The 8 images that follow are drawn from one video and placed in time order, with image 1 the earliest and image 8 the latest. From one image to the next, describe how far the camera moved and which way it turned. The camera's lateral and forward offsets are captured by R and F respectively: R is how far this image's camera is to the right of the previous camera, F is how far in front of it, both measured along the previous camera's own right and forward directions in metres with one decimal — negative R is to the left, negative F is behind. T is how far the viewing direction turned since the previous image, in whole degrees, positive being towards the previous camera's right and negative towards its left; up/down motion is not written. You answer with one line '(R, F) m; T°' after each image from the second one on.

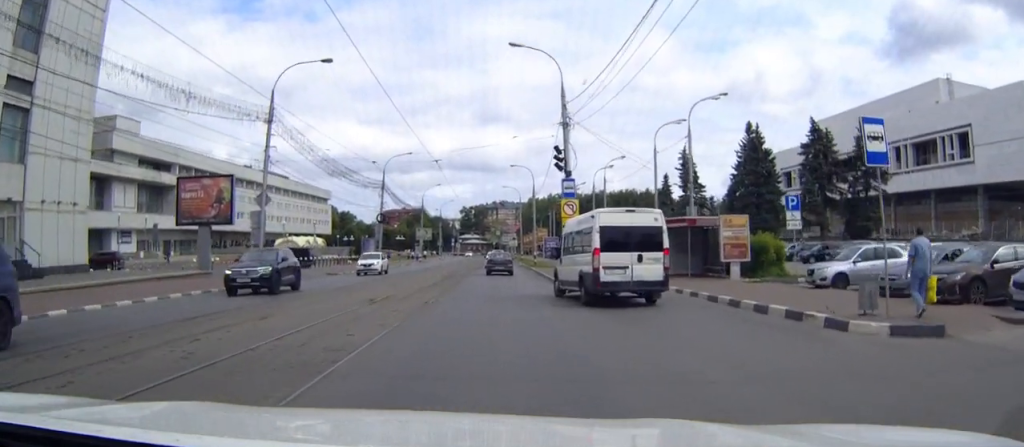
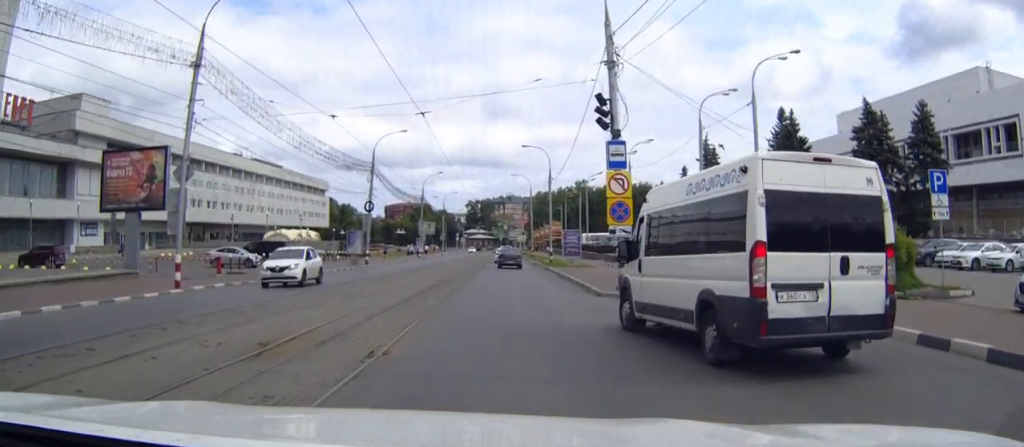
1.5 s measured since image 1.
(-0.2, +10.5) m; -2°
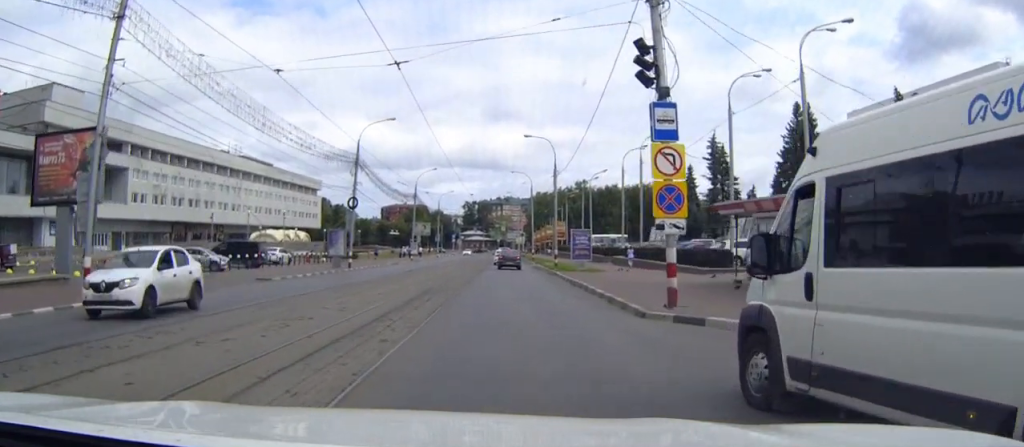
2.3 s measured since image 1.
(0.0, +6.7) m; +1°
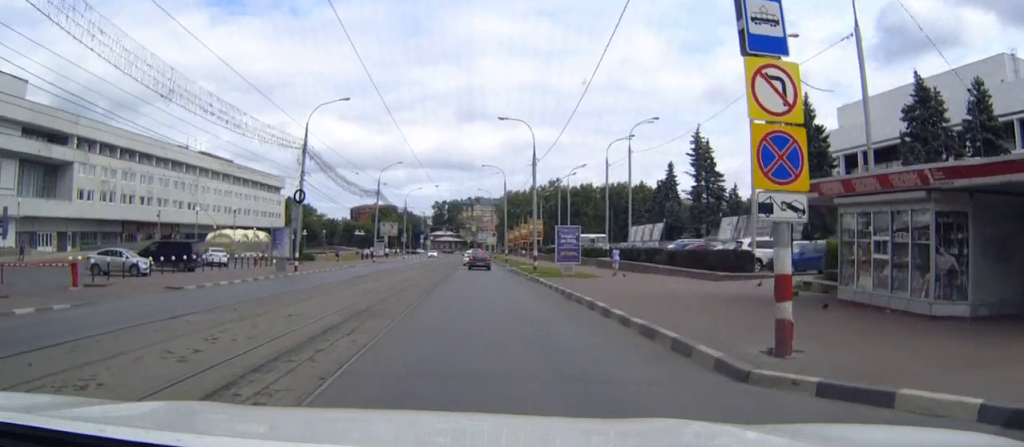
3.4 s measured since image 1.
(+0.2, +7.9) m; +2°
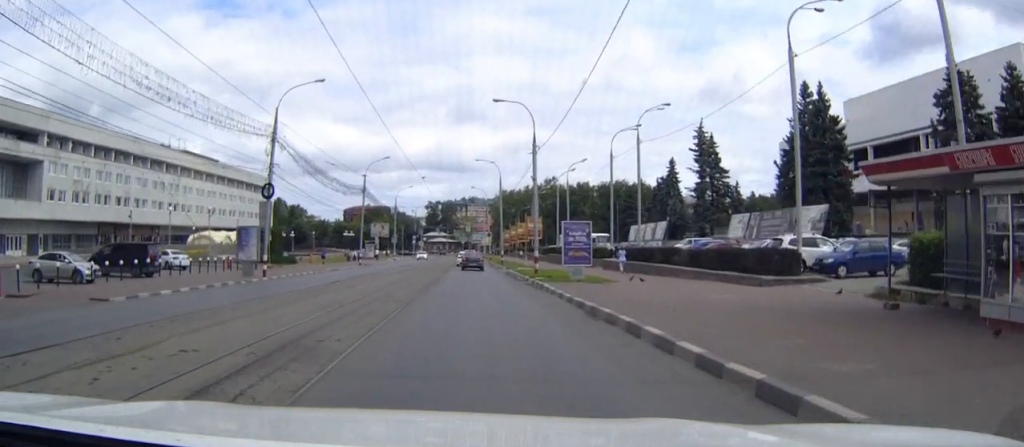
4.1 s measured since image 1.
(0.0, +6.0) m; 0°
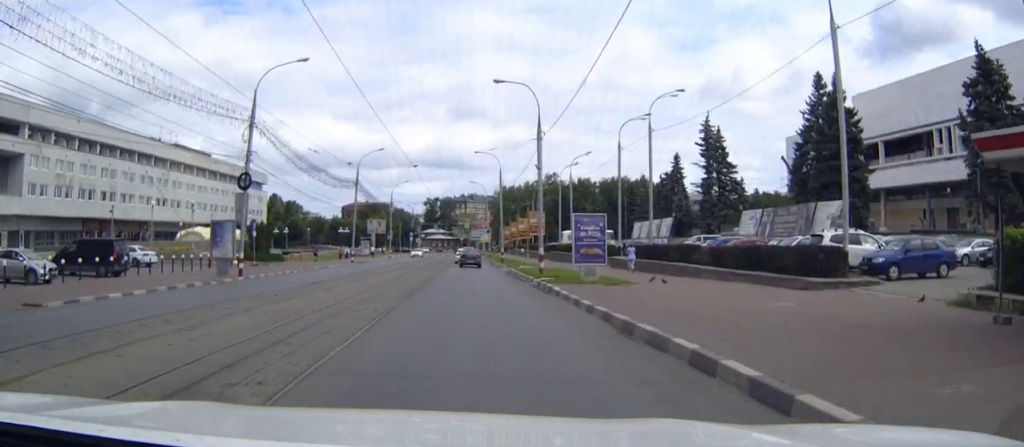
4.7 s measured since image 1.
(0.0, +4.2) m; 0°
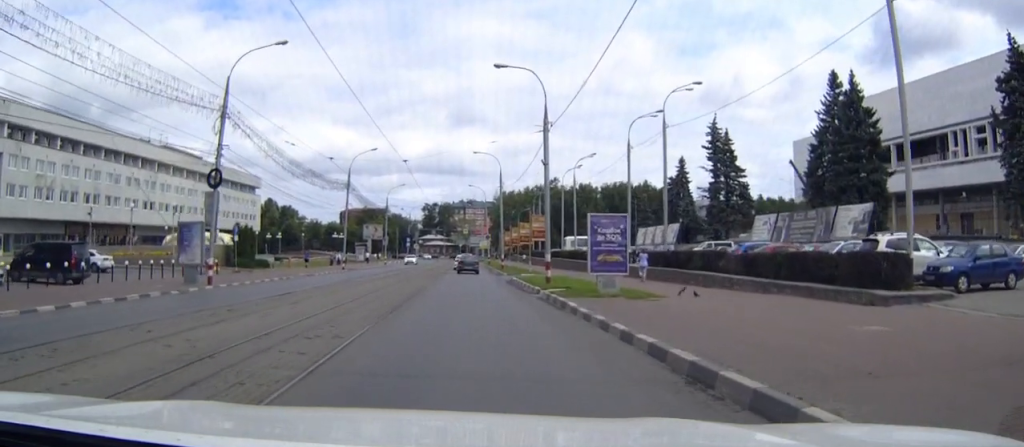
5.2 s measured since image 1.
(-0.1, +4.6) m; 0°
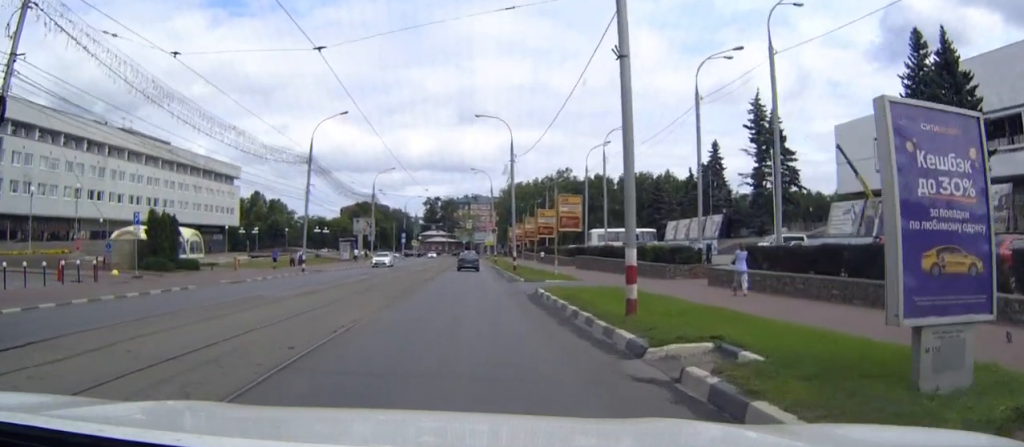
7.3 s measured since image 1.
(+0.3, +18.1) m; +1°
